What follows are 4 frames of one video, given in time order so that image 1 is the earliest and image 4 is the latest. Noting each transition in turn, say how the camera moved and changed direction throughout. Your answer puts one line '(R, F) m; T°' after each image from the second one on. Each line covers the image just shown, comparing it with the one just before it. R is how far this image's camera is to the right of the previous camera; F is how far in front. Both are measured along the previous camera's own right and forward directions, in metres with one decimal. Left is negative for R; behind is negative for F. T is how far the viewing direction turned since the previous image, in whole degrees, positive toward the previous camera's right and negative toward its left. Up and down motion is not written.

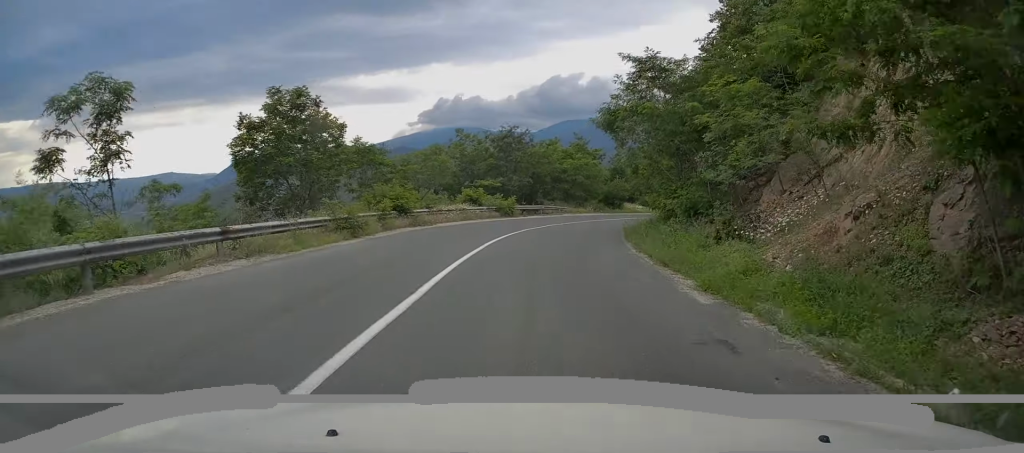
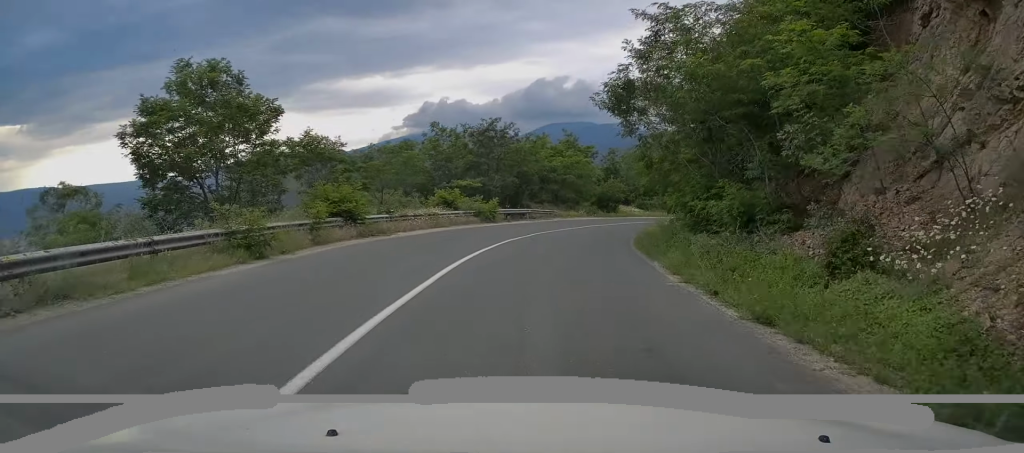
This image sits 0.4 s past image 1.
(0.0, +5.7) m; +1°
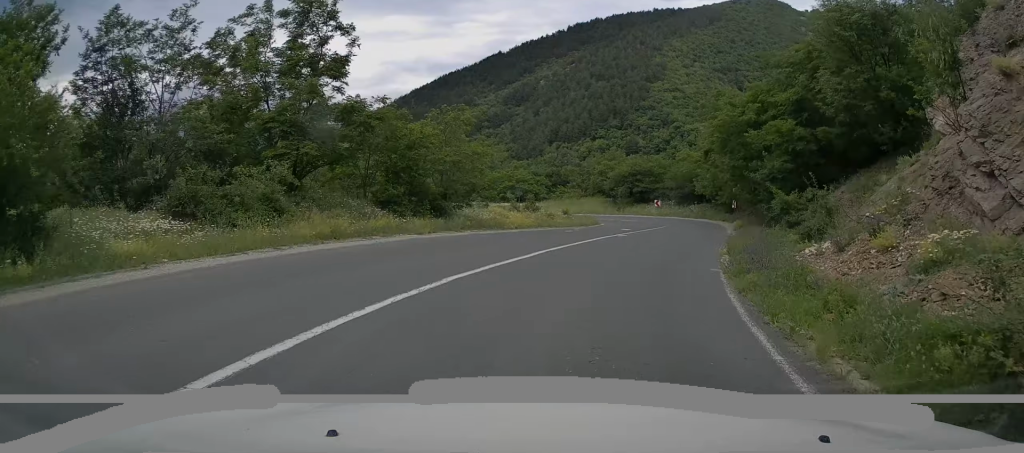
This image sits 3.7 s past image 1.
(+7.7, +39.7) m; +30°
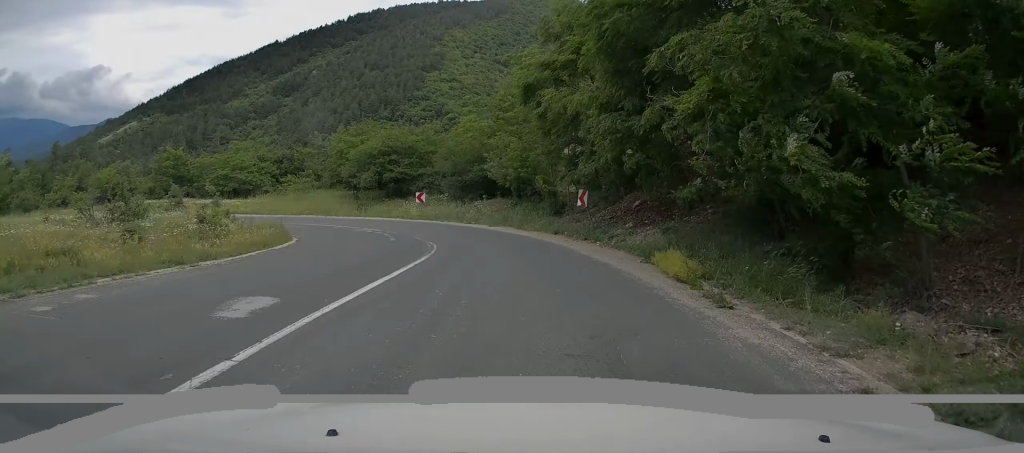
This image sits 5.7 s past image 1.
(+4.0, +22.6) m; +13°
